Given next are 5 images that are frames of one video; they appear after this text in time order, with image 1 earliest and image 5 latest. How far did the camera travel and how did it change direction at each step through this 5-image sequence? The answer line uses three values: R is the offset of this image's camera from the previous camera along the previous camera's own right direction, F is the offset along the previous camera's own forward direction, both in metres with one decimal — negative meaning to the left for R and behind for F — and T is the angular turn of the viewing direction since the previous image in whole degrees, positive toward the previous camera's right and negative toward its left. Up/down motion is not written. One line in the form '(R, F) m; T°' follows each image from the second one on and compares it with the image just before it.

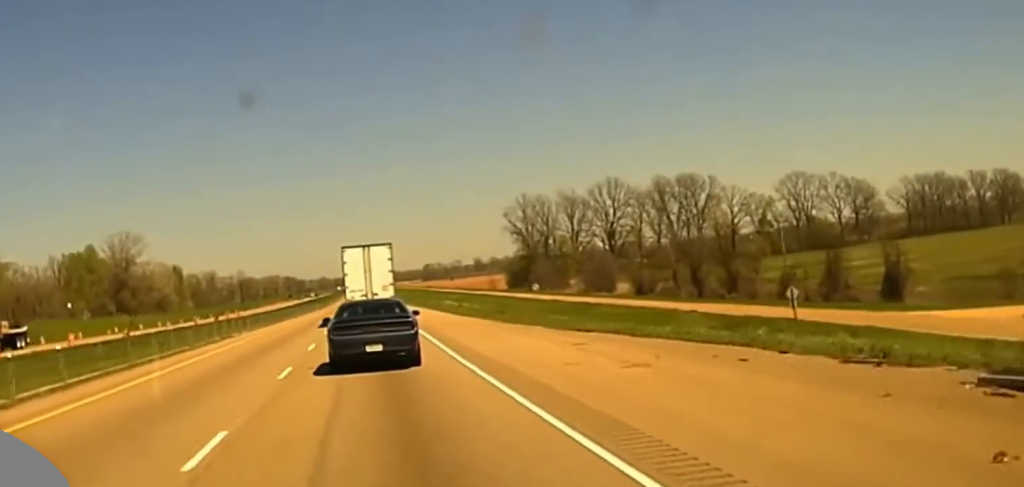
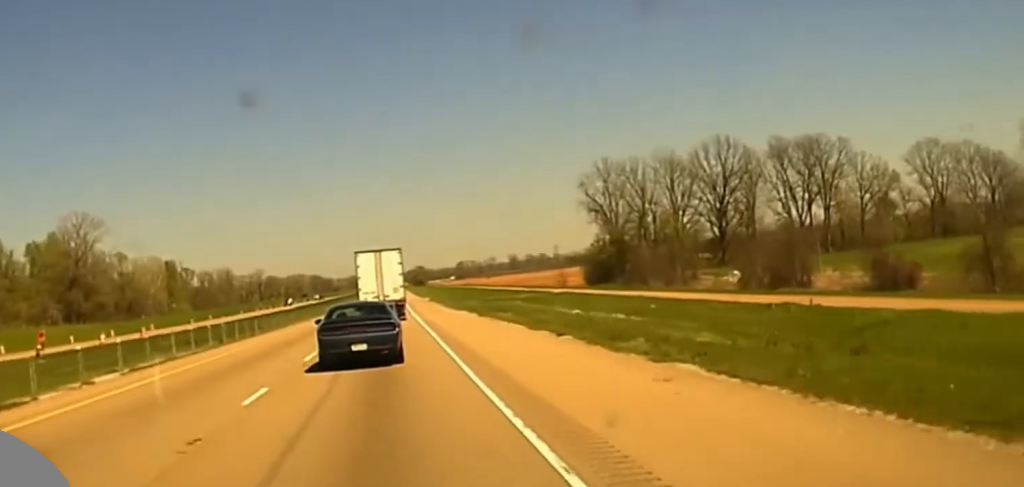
(-0.8, +93.2) m; -1°
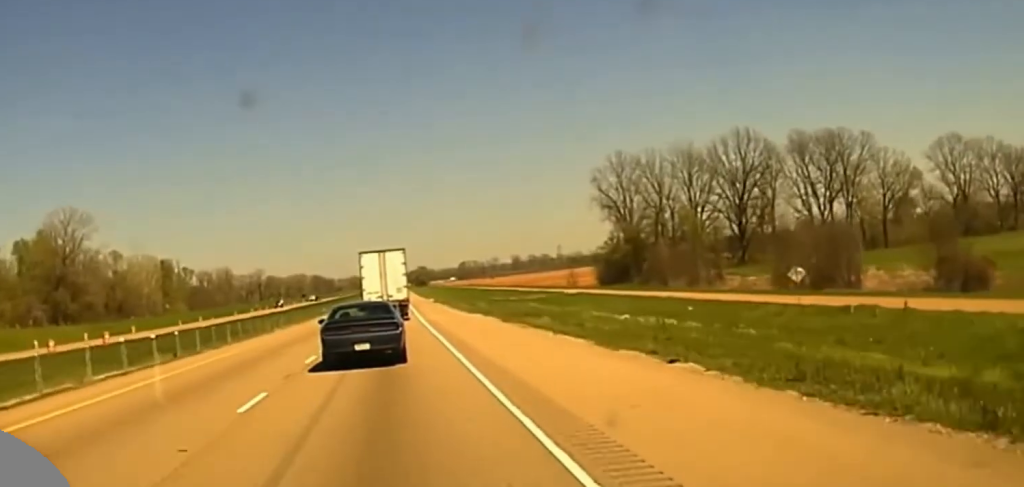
(0.0, +15.6) m; 0°
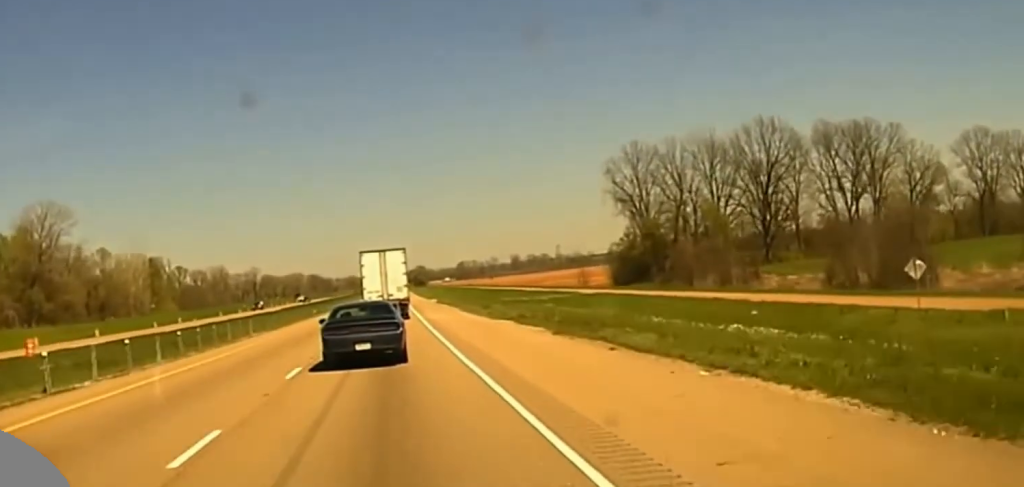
(0.0, +18.1) m; 0°
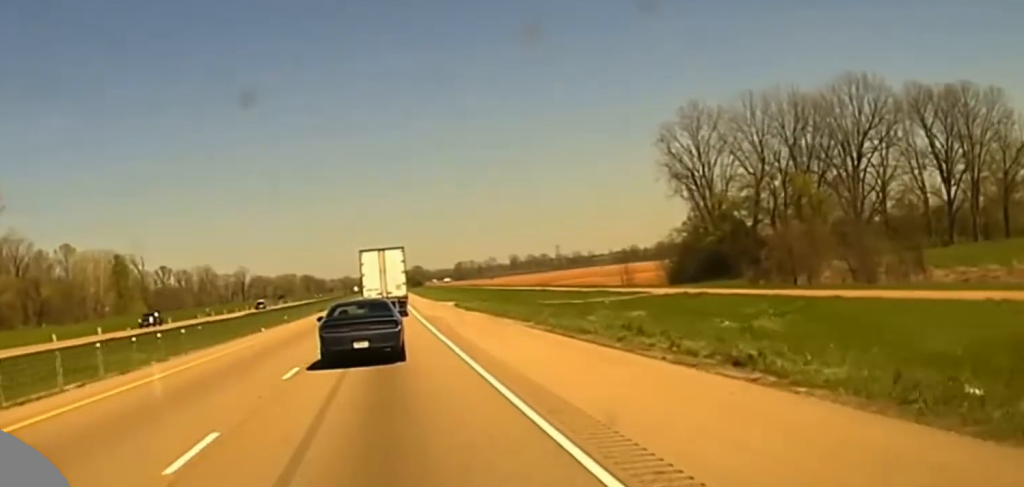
(-0.3, +51.5) m; 0°
